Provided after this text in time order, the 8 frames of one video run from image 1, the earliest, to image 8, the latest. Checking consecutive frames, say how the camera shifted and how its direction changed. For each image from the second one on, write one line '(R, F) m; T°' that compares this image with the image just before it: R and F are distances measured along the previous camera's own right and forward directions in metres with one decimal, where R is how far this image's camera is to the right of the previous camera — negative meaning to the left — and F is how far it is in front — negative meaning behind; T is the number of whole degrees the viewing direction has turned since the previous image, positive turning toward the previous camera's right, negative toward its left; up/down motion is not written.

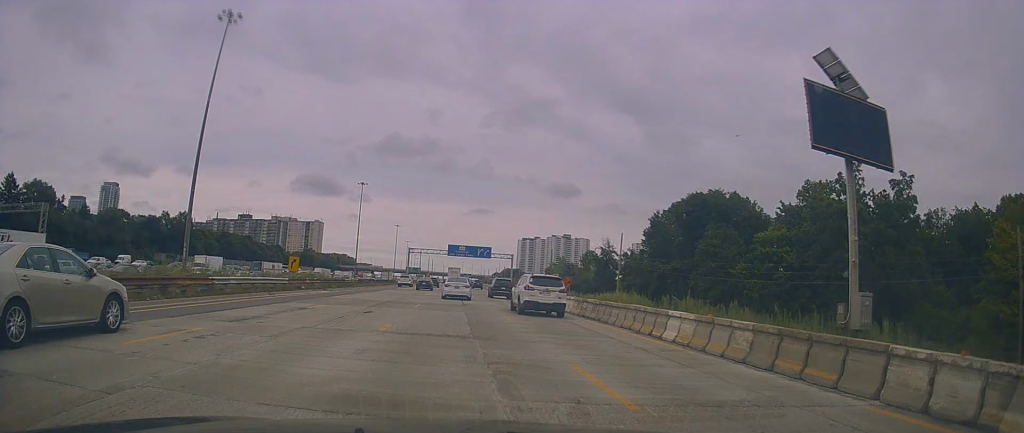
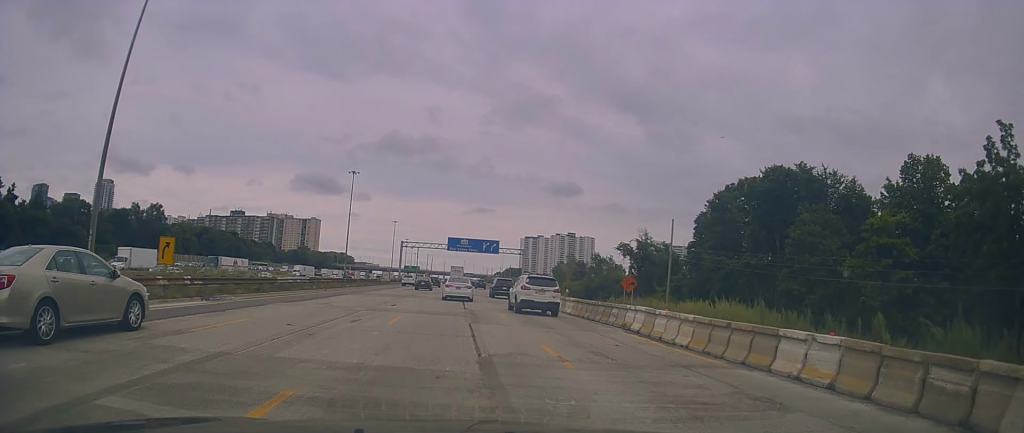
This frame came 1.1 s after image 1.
(-0.5, +22.0) m; -1°
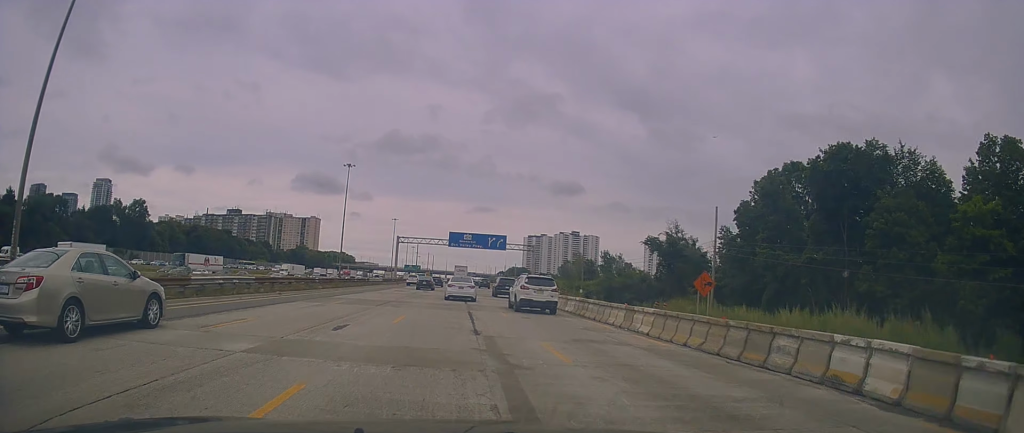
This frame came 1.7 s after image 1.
(0.0, +12.1) m; 0°
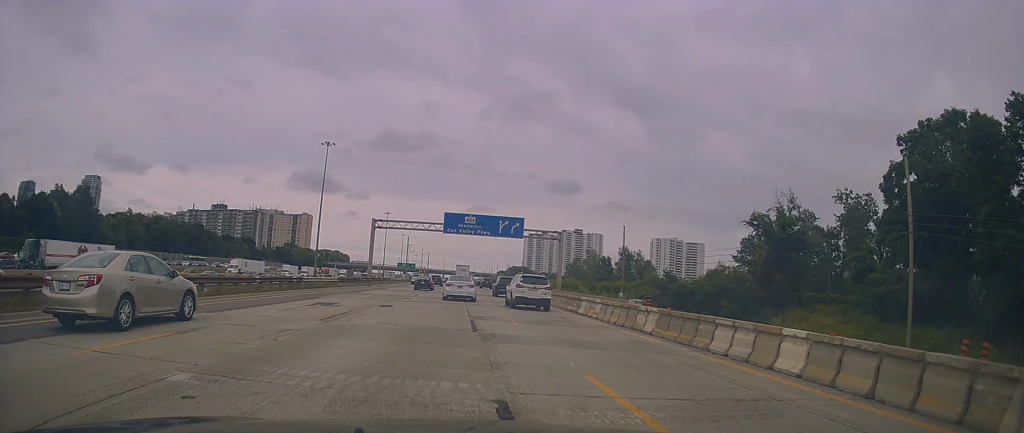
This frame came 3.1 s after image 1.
(0.0, +28.9) m; 0°
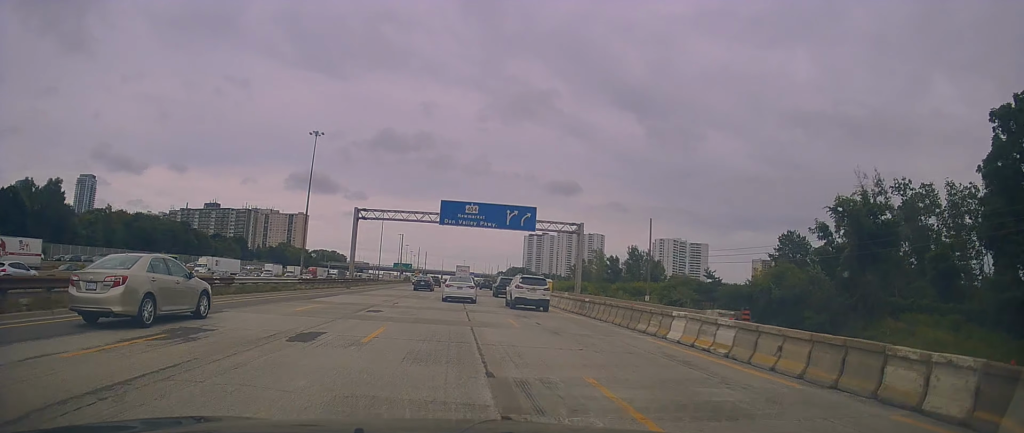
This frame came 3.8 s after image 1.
(-0.1, +12.3) m; +1°
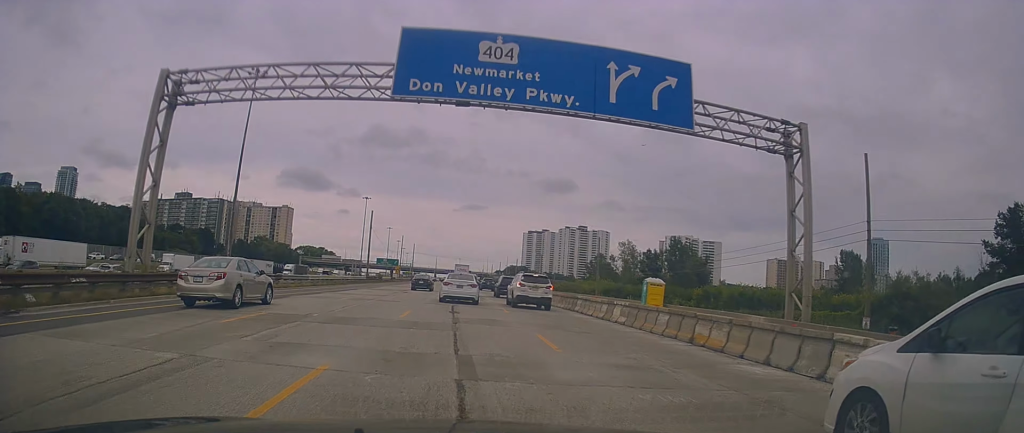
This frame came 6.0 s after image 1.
(+1.2, +43.2) m; 0°
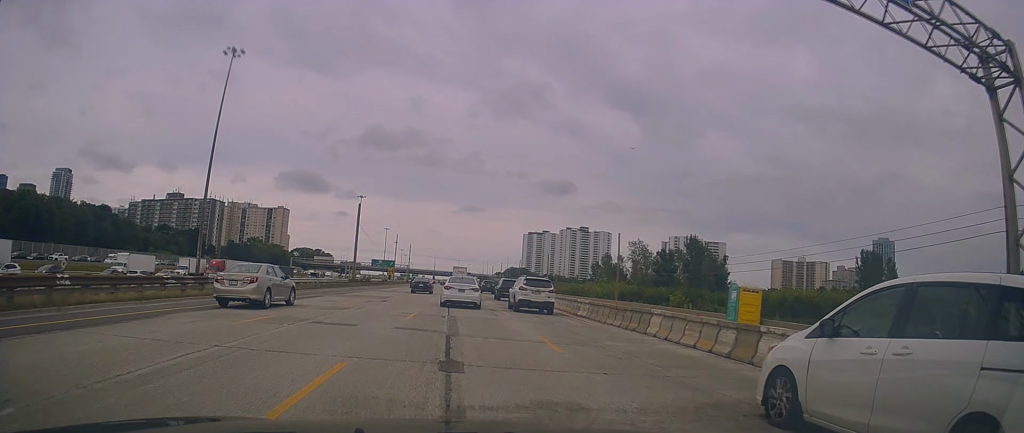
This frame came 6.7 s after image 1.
(-0.3, +12.2) m; -1°
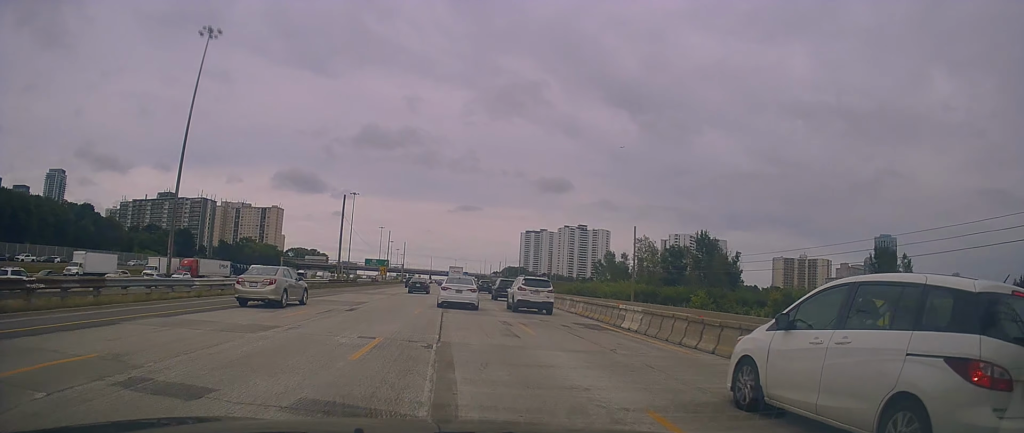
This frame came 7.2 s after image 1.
(-0.1, +8.8) m; 0°
